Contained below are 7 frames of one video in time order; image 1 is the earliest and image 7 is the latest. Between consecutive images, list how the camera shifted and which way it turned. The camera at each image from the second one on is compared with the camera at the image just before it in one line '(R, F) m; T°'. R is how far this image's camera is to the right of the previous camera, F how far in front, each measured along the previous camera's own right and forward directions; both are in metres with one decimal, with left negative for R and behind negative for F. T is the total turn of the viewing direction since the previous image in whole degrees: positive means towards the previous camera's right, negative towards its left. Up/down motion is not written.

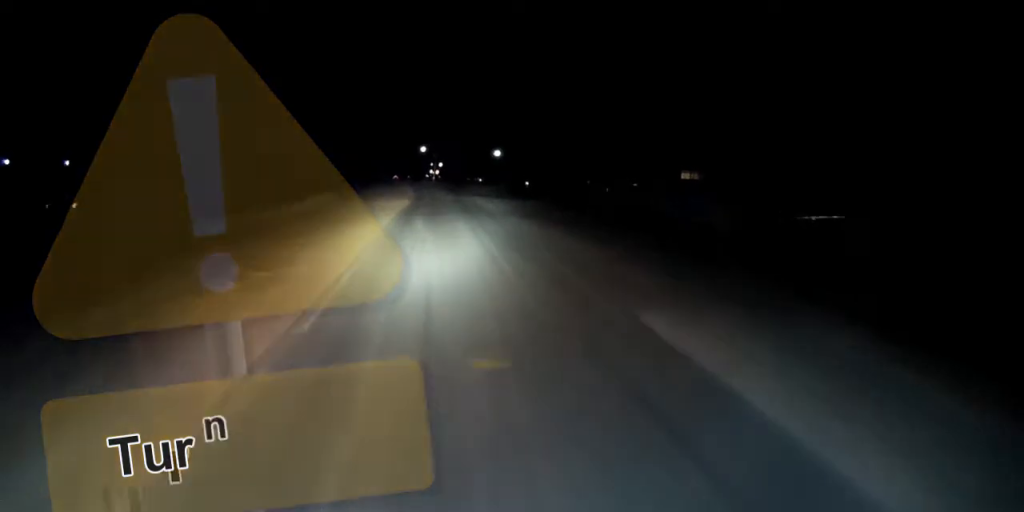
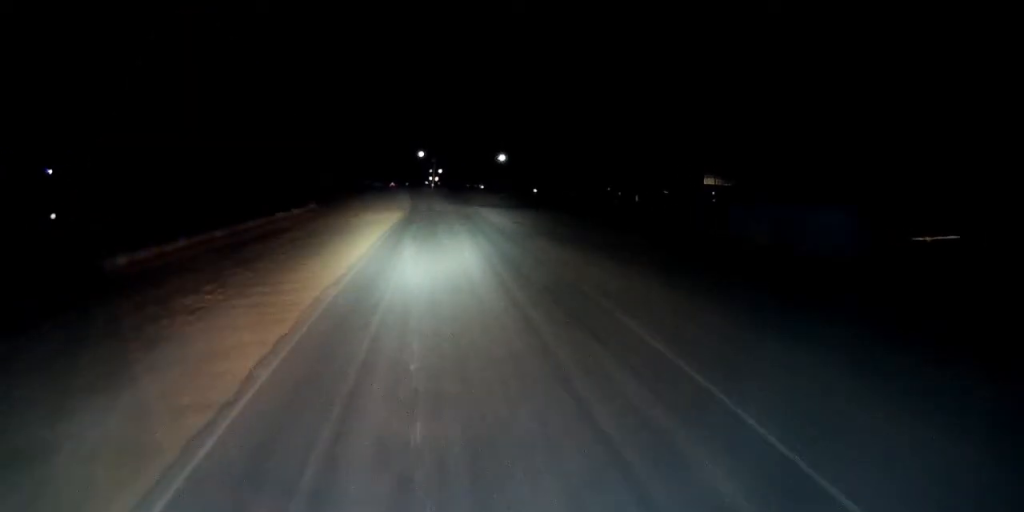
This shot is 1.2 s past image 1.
(0.0, +14.0) m; 0°
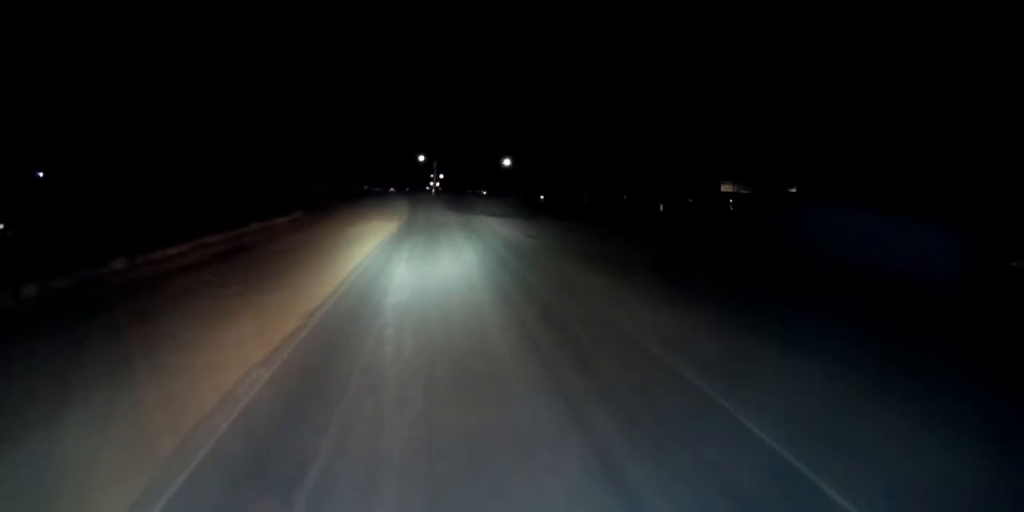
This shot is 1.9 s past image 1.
(0.0, +8.3) m; 0°
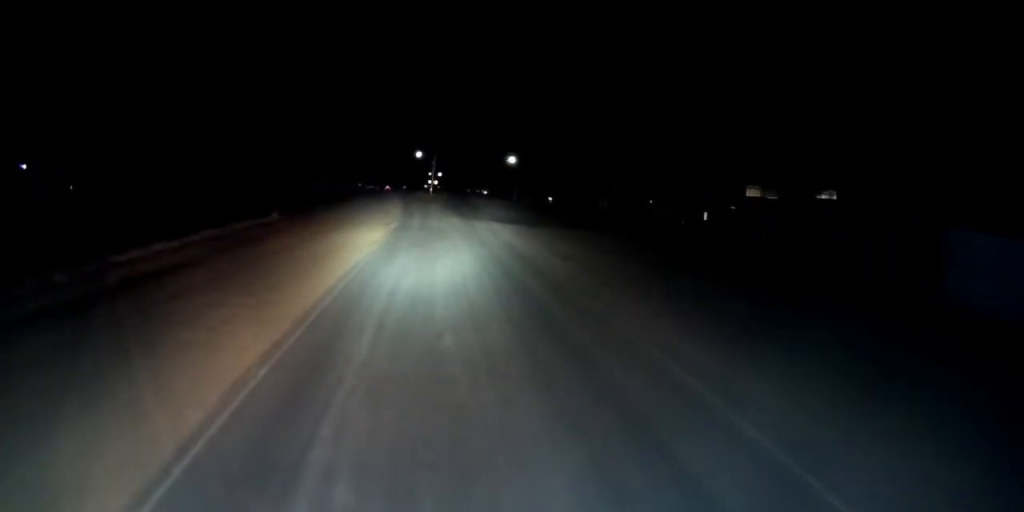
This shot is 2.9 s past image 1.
(+0.1, +12.3) m; 0°
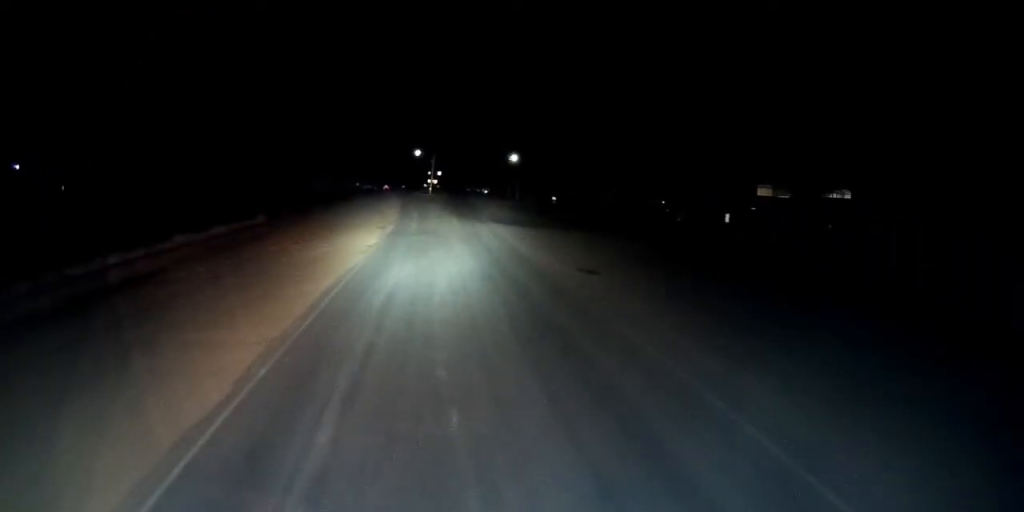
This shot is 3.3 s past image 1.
(0.0, +4.8) m; 0°
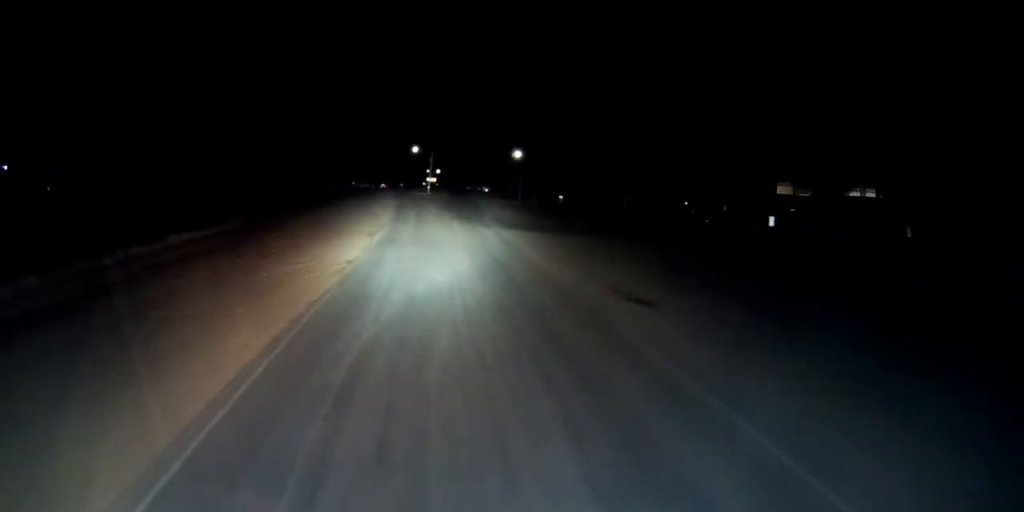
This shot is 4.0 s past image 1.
(-0.1, +7.9) m; 0°
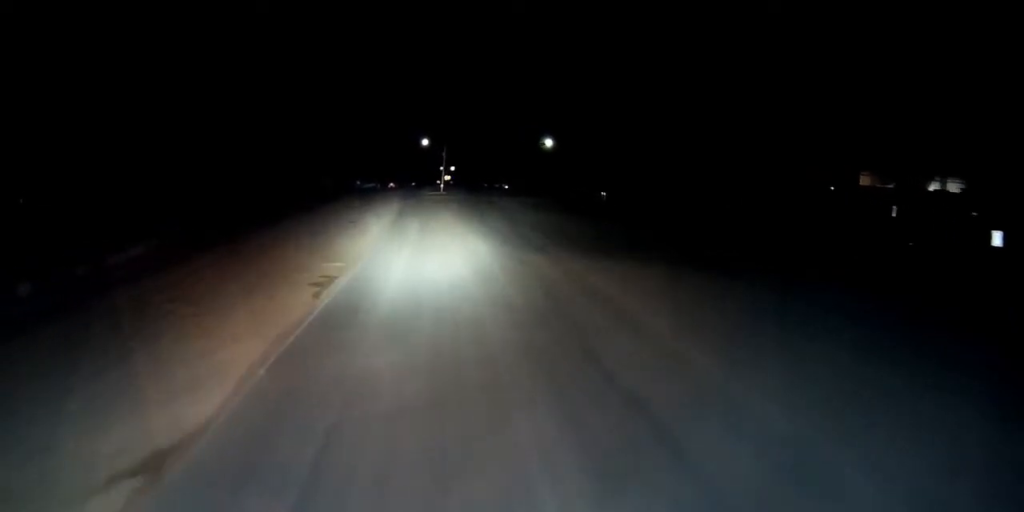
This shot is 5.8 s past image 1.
(+0.1, +21.4) m; +1°
